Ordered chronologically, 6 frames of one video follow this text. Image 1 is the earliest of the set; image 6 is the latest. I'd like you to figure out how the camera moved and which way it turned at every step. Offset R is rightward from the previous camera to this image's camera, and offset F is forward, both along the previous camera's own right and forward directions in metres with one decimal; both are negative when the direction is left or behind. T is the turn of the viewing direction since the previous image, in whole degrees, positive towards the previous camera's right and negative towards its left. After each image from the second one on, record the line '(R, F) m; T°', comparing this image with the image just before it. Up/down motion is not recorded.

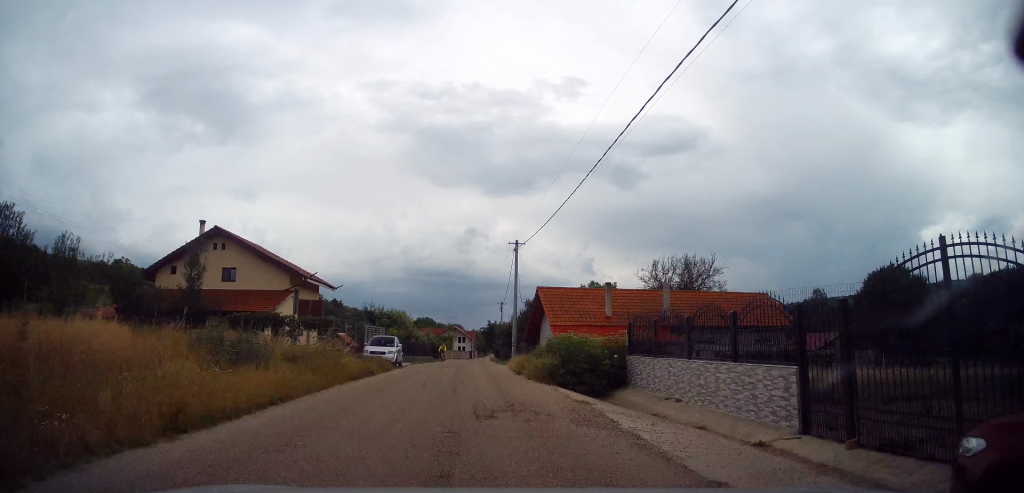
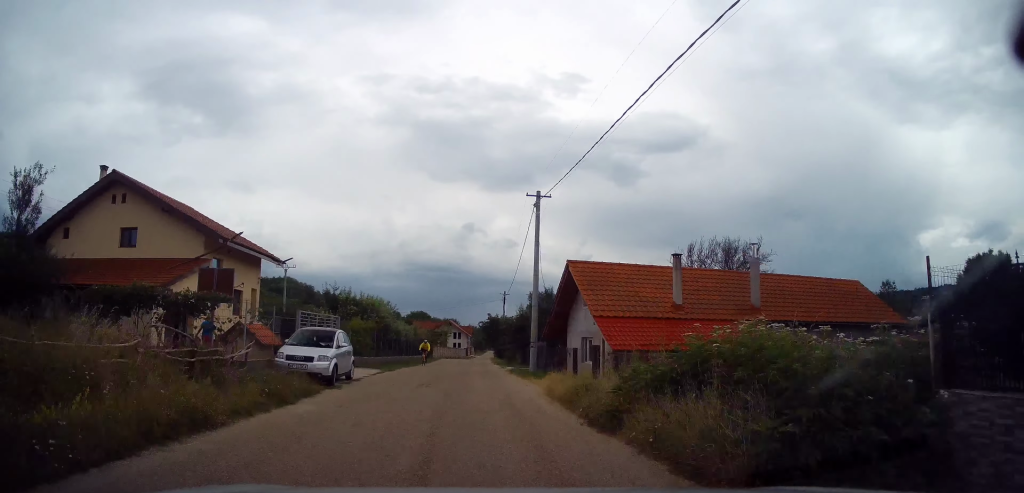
(-0.1, +11.8) m; +2°
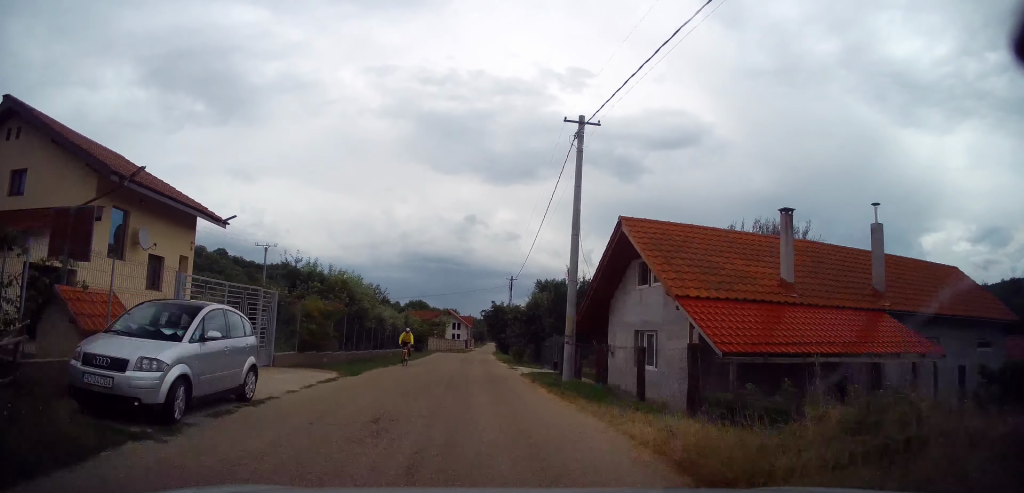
(+0.4, +8.1) m; 0°
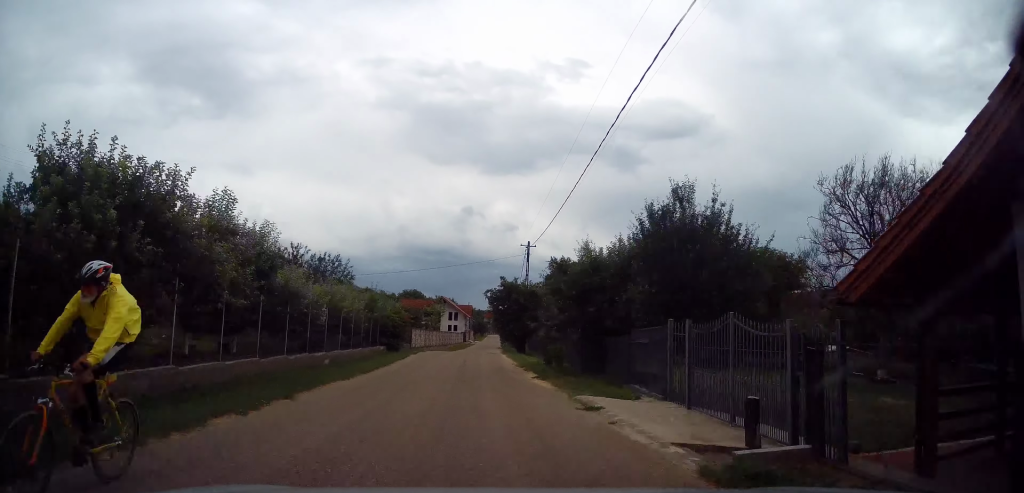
(-0.1, +16.2) m; -1°
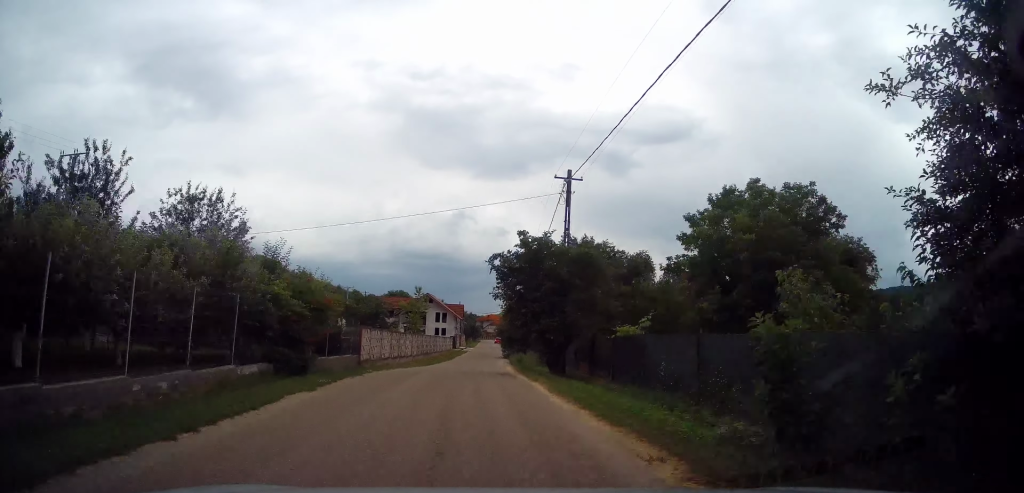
(-0.1, +17.7) m; +1°
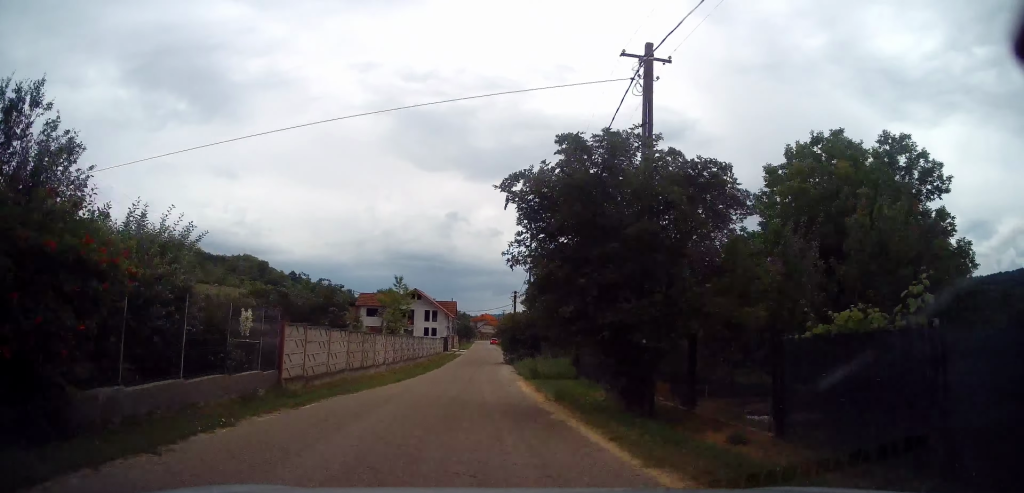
(+0.1, +10.2) m; +1°
